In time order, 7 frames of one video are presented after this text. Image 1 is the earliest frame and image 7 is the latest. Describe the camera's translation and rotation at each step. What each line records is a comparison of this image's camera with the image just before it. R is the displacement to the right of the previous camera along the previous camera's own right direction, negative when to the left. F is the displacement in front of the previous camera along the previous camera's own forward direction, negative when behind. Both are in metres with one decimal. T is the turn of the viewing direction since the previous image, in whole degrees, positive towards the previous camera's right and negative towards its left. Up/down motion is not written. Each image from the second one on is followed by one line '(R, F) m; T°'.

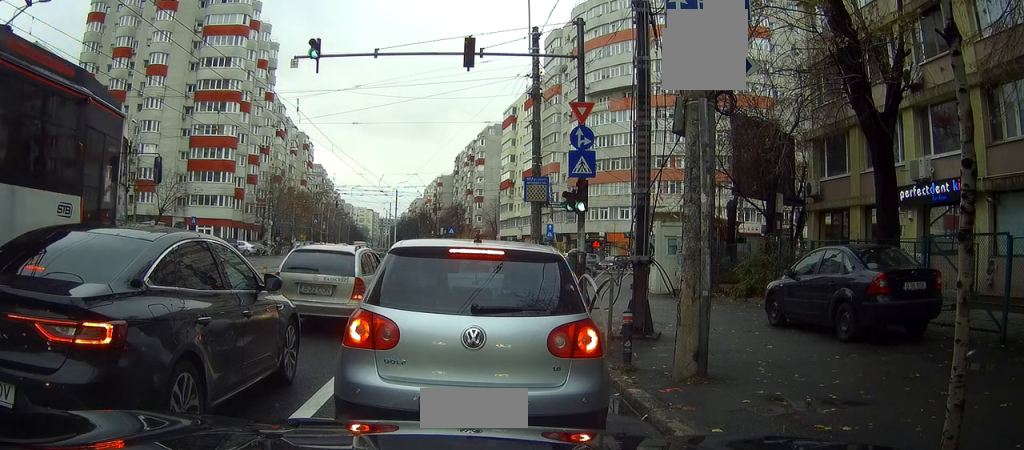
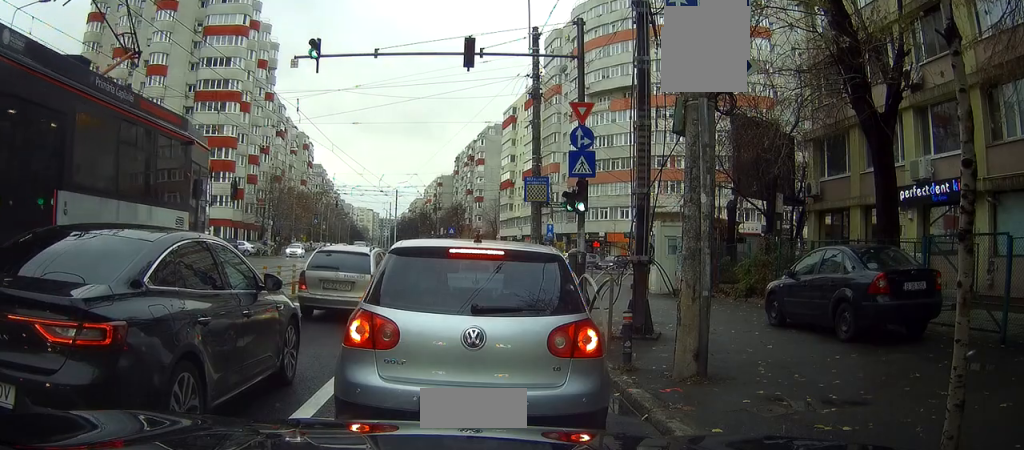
(0.0, 0.0) m; 0°
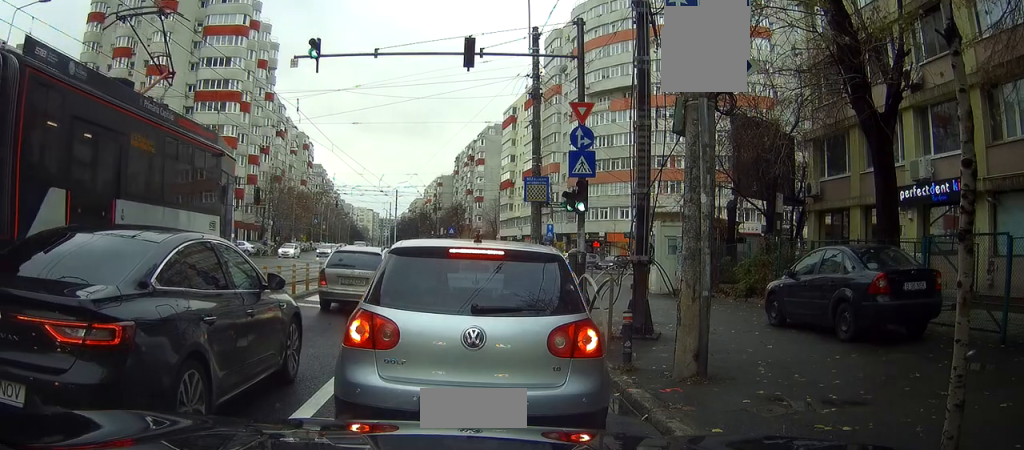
(0.0, 0.0) m; 0°
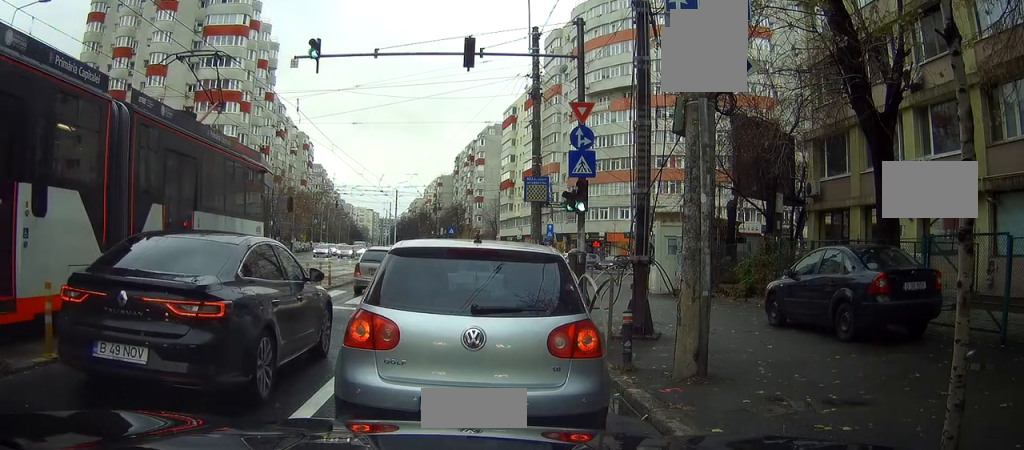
(0.0, 0.0) m; 0°
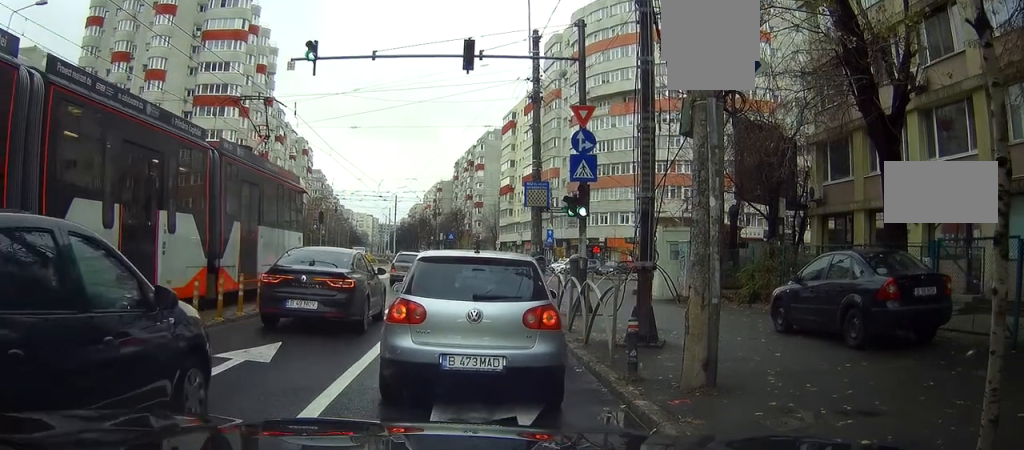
(0.0, +0.2) m; 0°
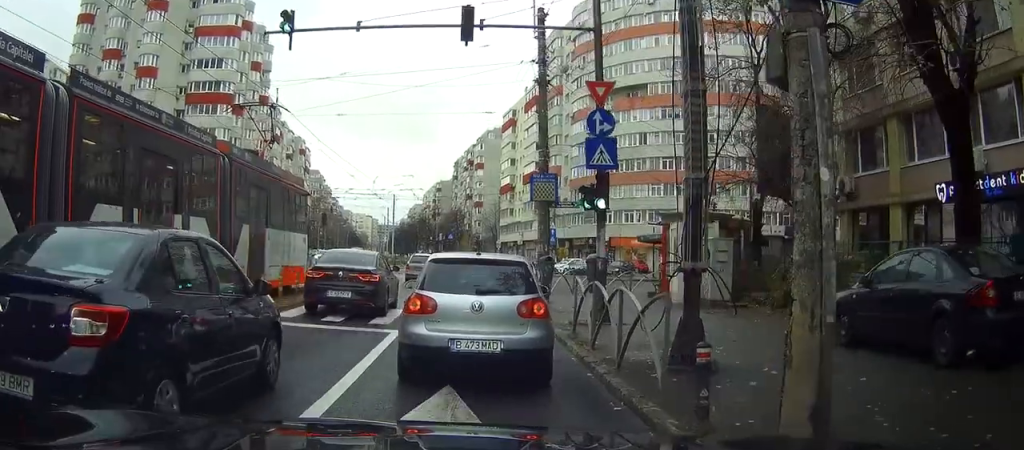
(0.0, +0.9) m; 0°
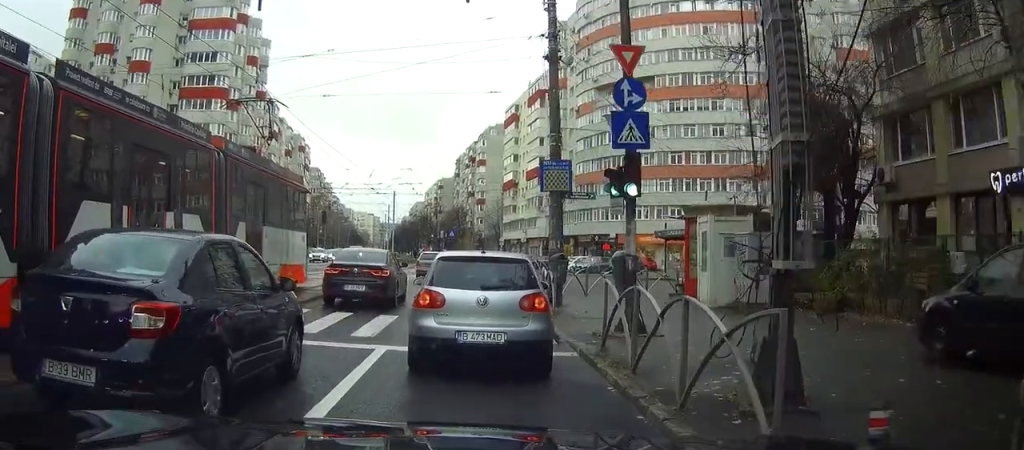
(0.0, +1.6) m; 0°
